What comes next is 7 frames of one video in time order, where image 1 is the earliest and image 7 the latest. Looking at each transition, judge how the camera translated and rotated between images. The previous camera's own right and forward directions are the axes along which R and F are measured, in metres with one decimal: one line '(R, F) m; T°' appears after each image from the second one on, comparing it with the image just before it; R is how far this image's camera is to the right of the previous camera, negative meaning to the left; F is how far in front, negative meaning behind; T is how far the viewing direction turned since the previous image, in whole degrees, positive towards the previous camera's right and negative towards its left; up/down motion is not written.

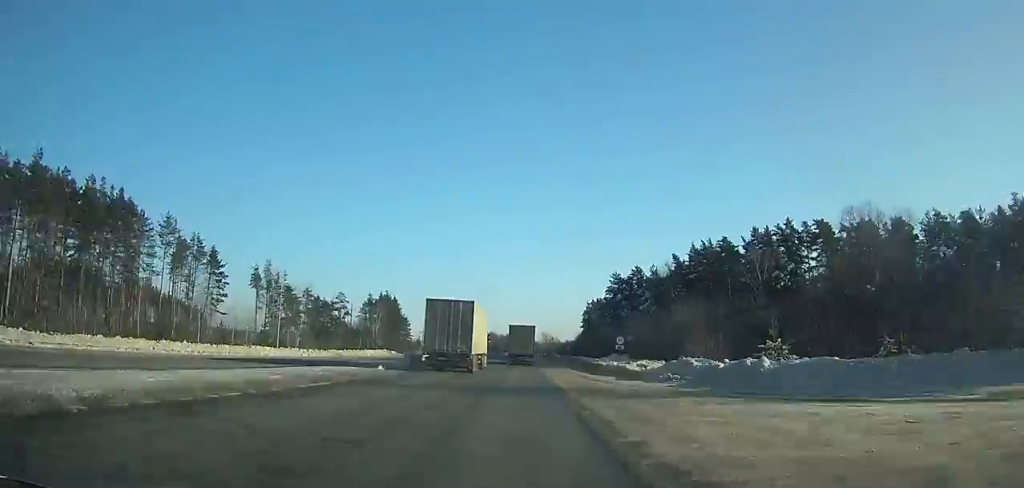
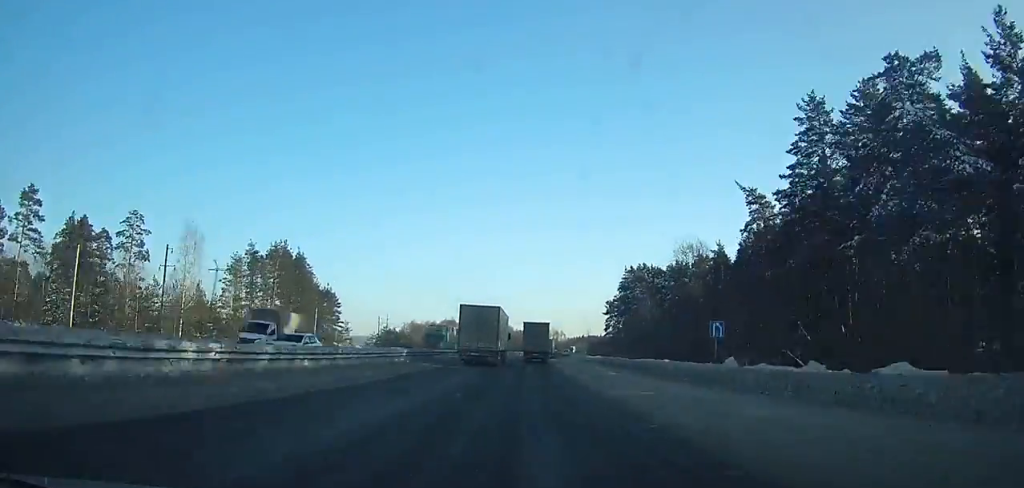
(+0.6, +108.0) m; +2°
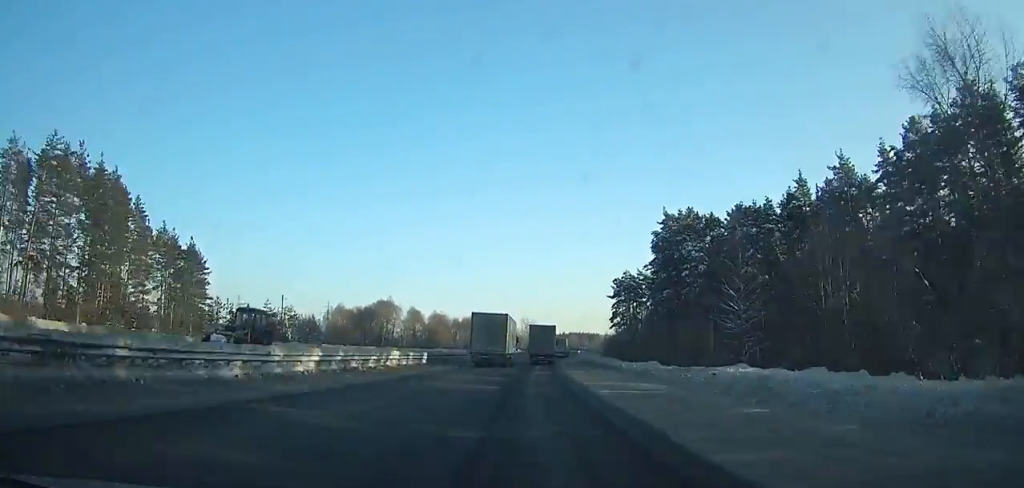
(+1.6, +68.6) m; +3°
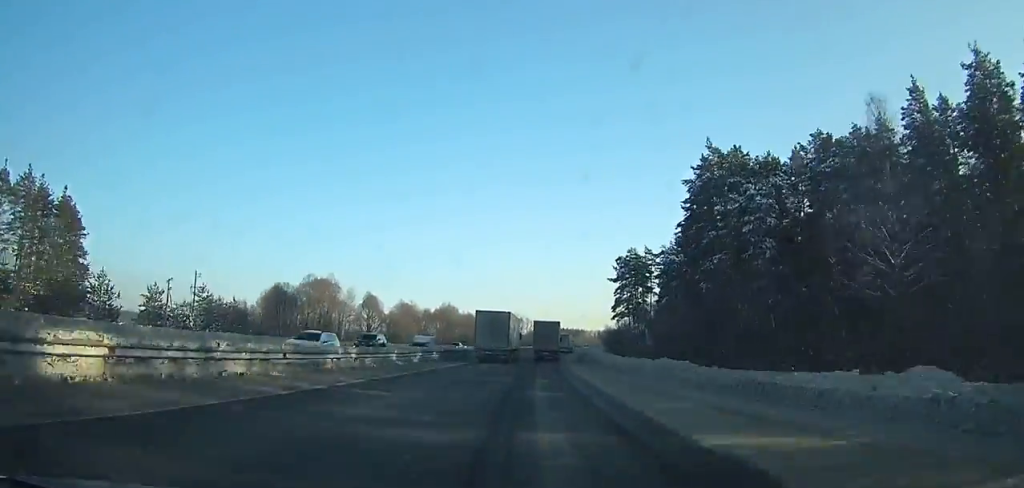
(+0.1, +33.3) m; +2°
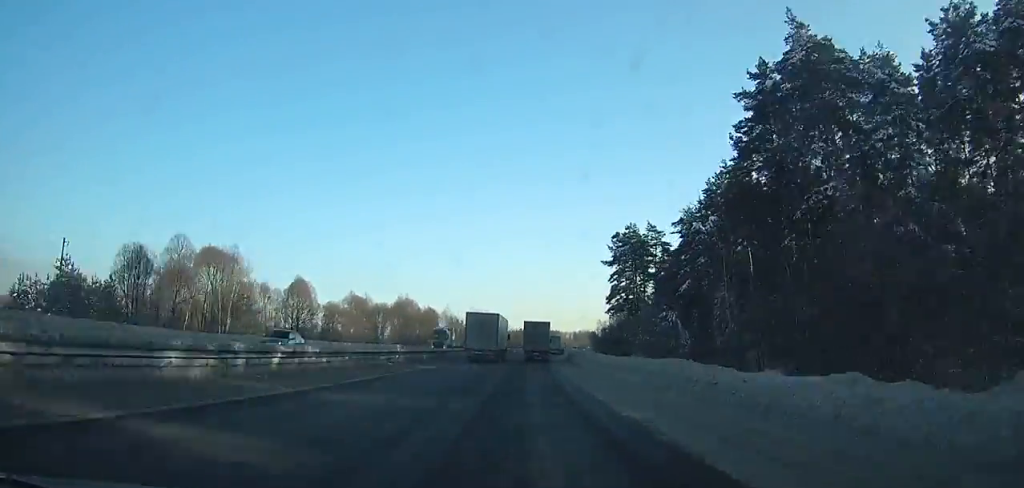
(+1.0, +31.0) m; +2°
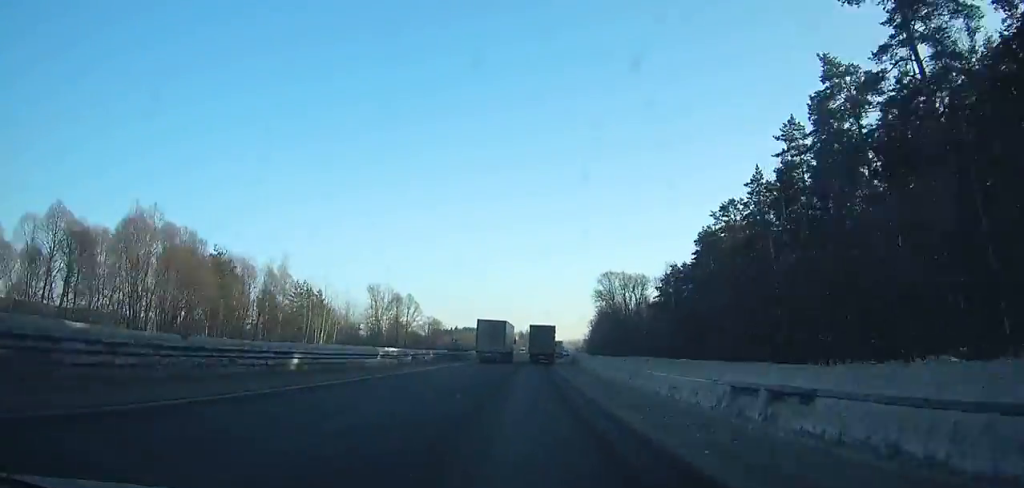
(+4.9, +104.0) m; +6°
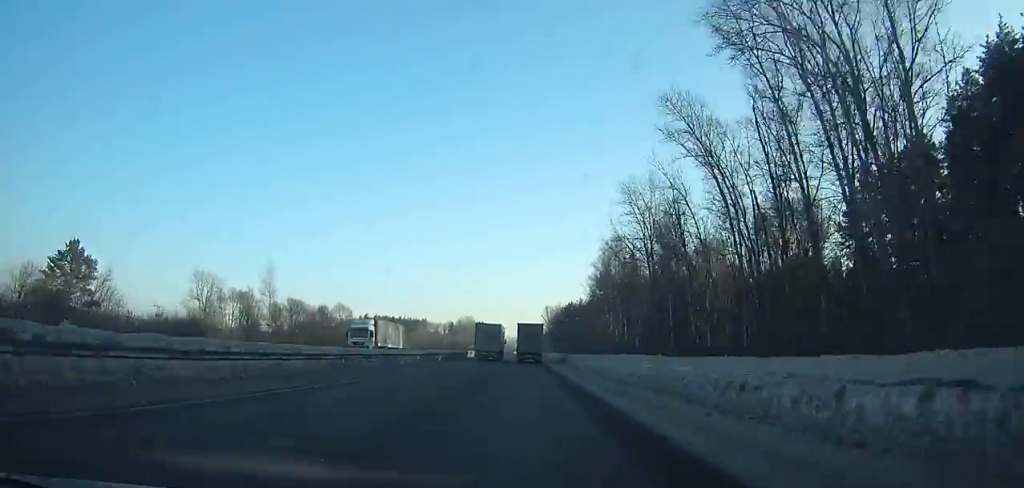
(+7.5, +139.3) m; +5°
